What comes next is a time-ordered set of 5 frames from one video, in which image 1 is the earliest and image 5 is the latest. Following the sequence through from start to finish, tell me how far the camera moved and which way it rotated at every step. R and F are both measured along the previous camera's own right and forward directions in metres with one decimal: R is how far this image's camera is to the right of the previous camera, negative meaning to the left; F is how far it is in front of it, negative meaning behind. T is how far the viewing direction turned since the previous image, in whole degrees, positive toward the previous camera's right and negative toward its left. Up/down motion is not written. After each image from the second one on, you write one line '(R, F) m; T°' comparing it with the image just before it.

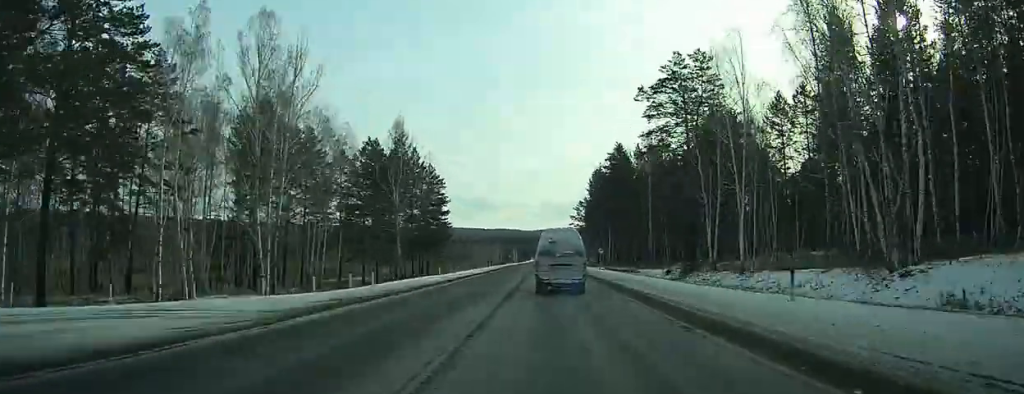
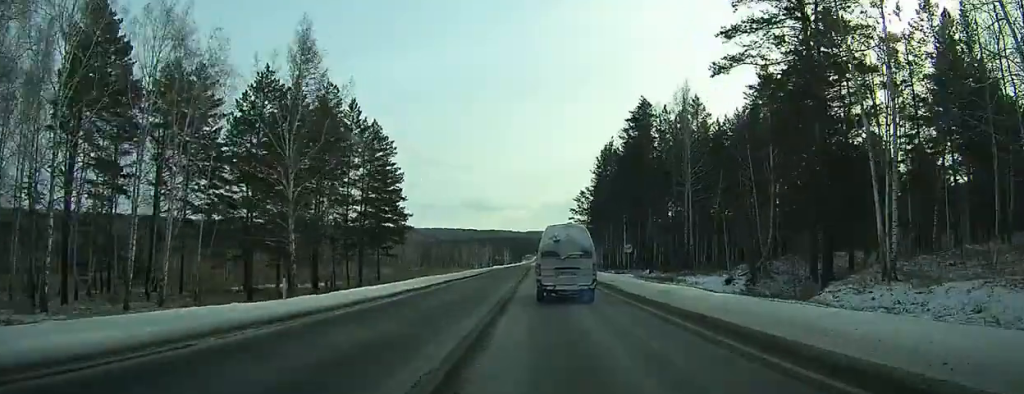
(-1.4, +32.6) m; -3°
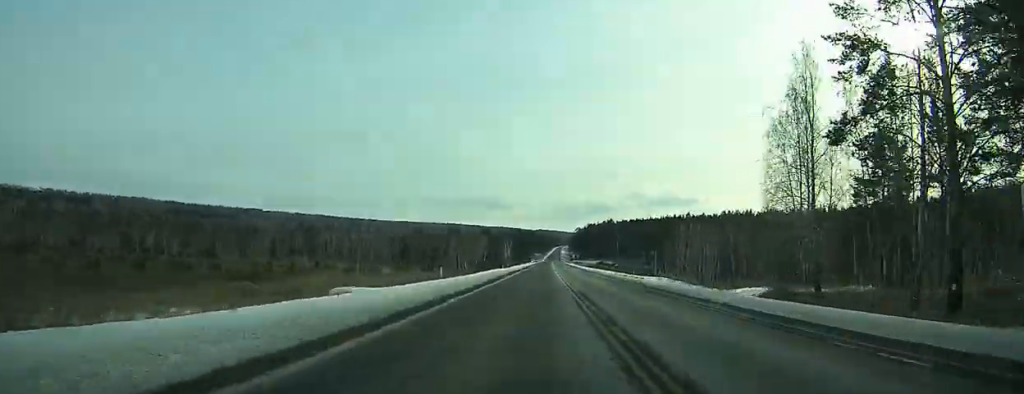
(+37.7, +114.0) m; +23°
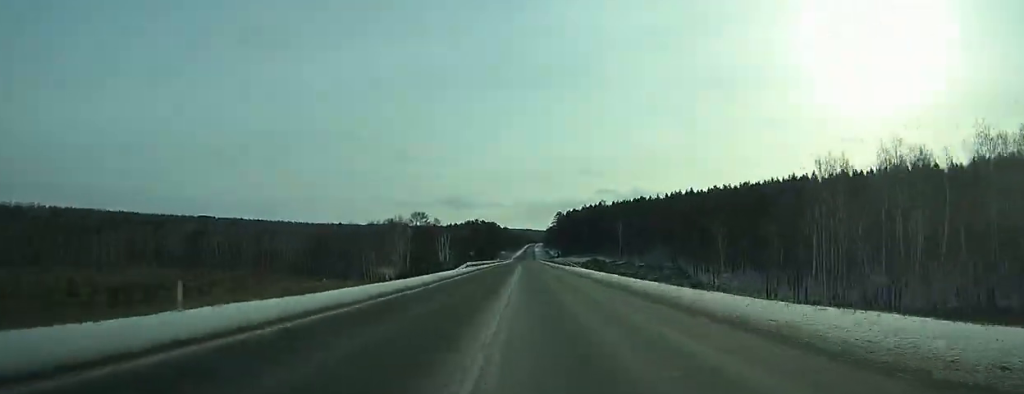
(-14.5, +114.5) m; -7°
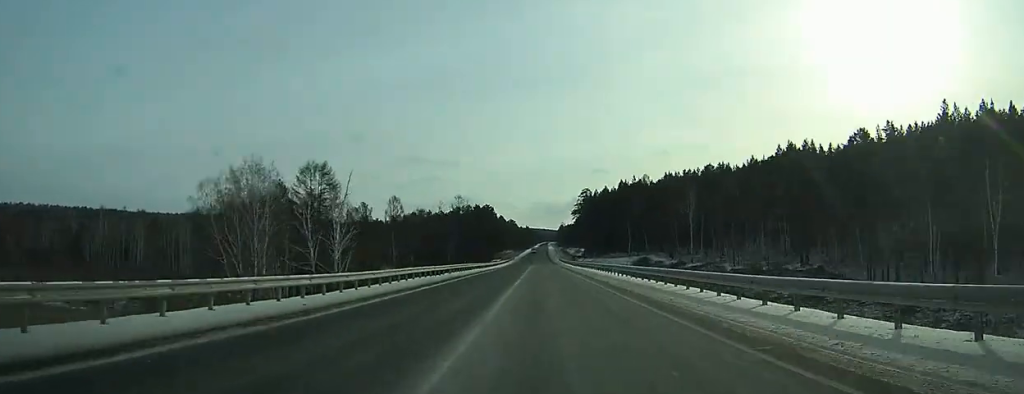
(+0.2, +102.8) m; 0°
